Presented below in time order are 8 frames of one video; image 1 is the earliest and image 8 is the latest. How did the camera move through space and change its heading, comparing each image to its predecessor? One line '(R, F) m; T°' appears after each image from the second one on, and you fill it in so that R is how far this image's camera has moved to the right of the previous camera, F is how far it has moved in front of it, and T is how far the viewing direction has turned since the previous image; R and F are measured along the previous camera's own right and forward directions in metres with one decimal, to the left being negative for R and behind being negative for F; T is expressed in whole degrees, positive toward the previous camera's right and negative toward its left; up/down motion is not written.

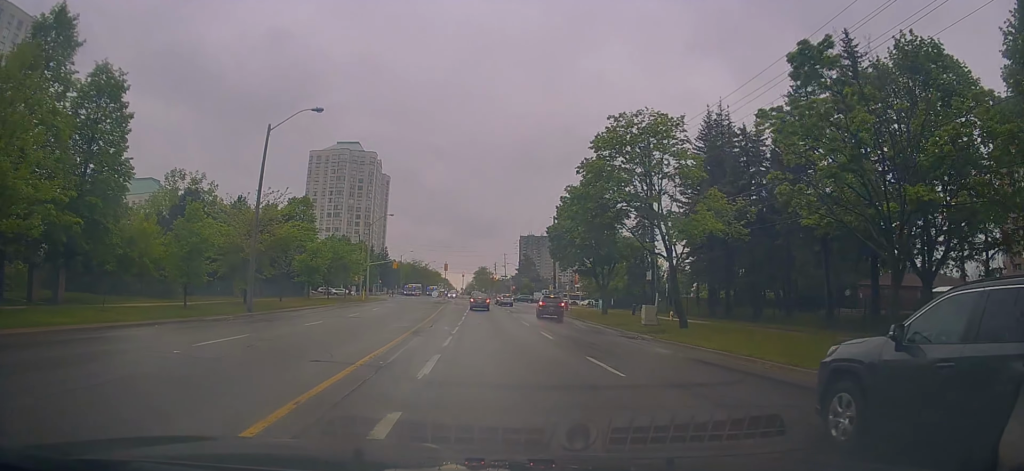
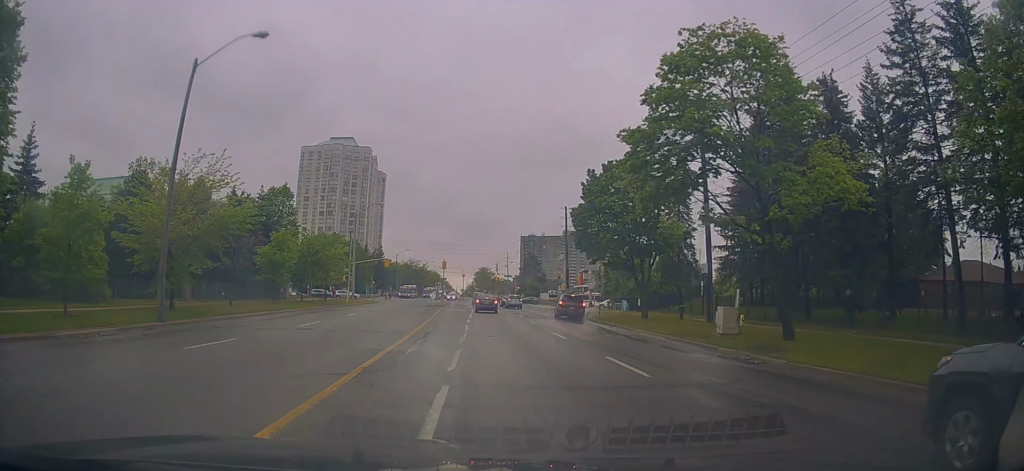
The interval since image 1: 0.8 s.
(+0.4, +10.8) m; +1°
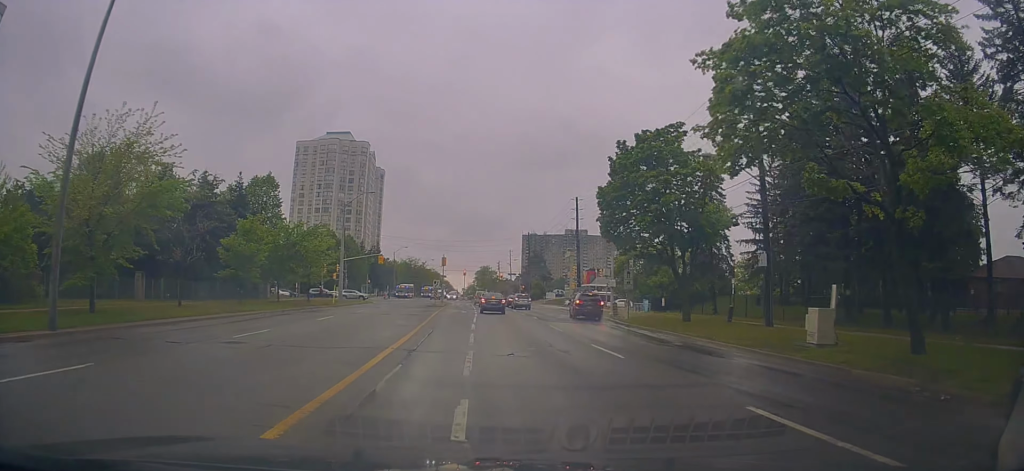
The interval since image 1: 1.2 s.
(+0.1, +7.2) m; 0°
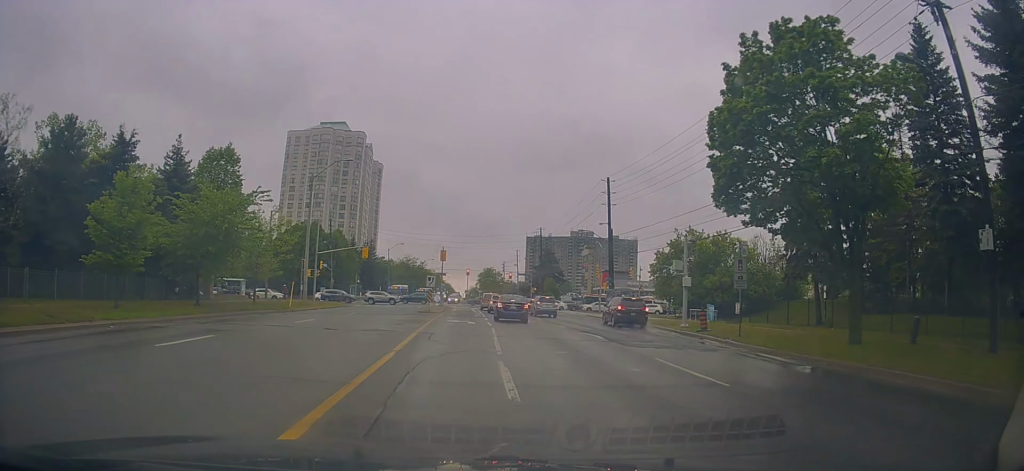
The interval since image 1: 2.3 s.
(-0.5, +14.9) m; -2°
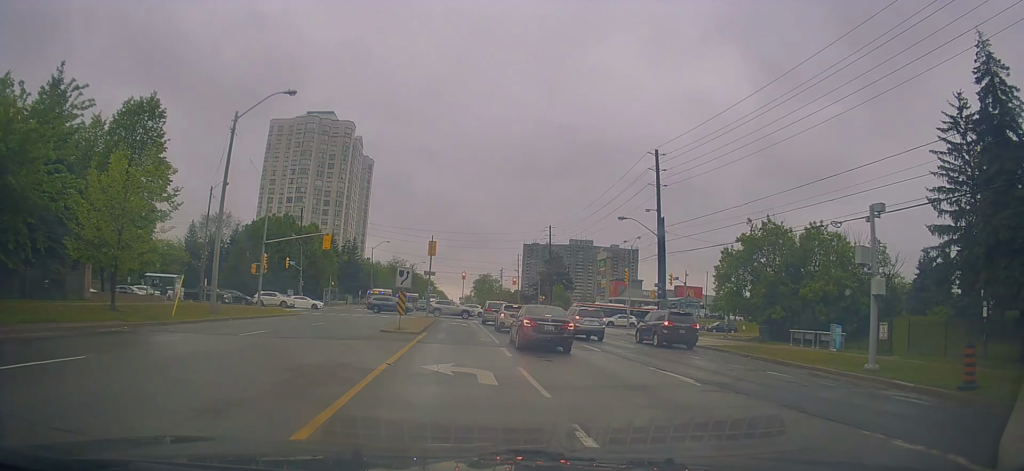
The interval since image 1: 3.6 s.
(0.0, +16.6) m; +1°
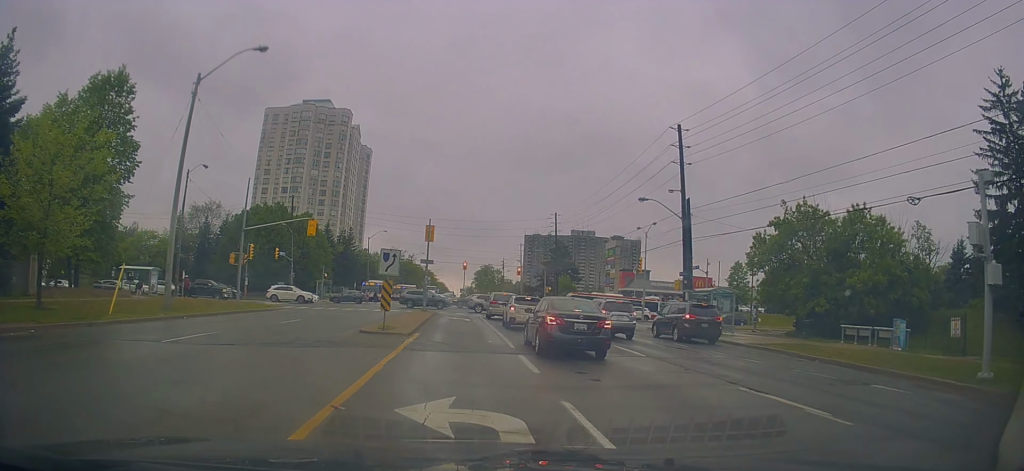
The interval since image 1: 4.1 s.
(+0.2, +5.7) m; +1°
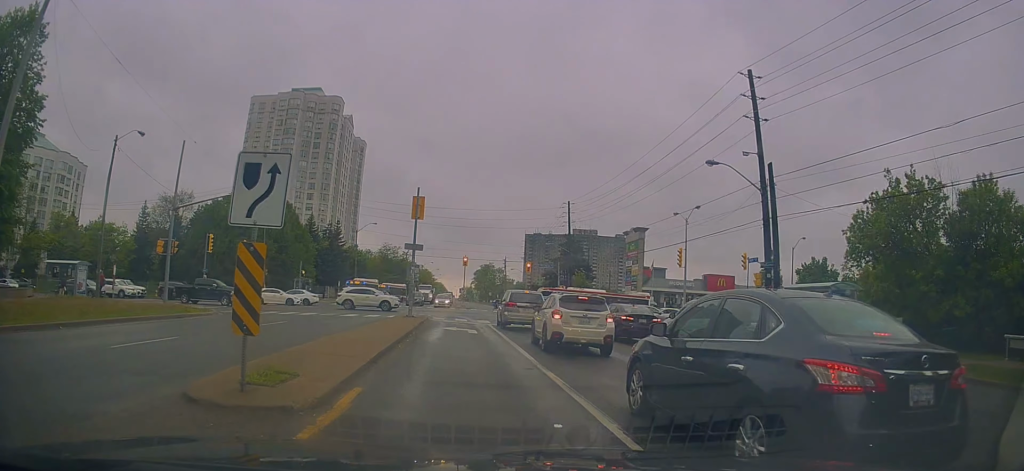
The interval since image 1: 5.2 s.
(-0.2, +12.0) m; -2°
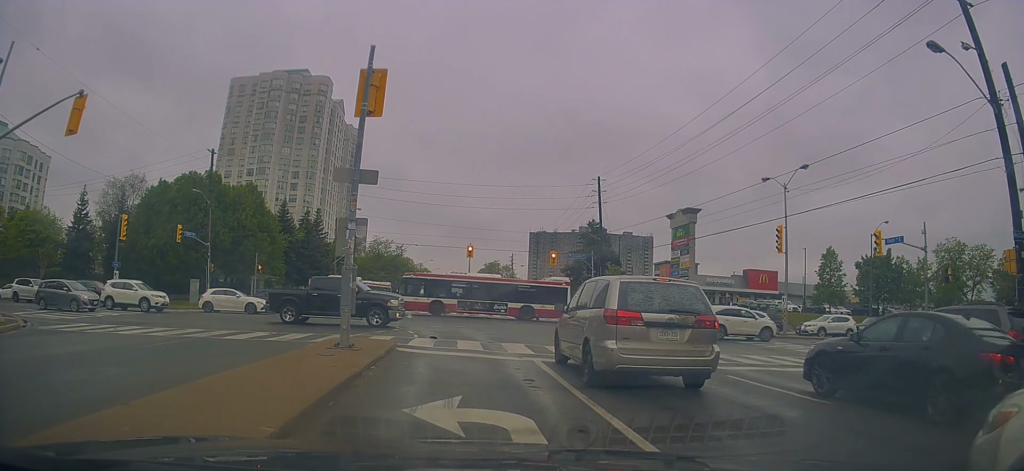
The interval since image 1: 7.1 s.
(+0.3, +17.3) m; +5°
